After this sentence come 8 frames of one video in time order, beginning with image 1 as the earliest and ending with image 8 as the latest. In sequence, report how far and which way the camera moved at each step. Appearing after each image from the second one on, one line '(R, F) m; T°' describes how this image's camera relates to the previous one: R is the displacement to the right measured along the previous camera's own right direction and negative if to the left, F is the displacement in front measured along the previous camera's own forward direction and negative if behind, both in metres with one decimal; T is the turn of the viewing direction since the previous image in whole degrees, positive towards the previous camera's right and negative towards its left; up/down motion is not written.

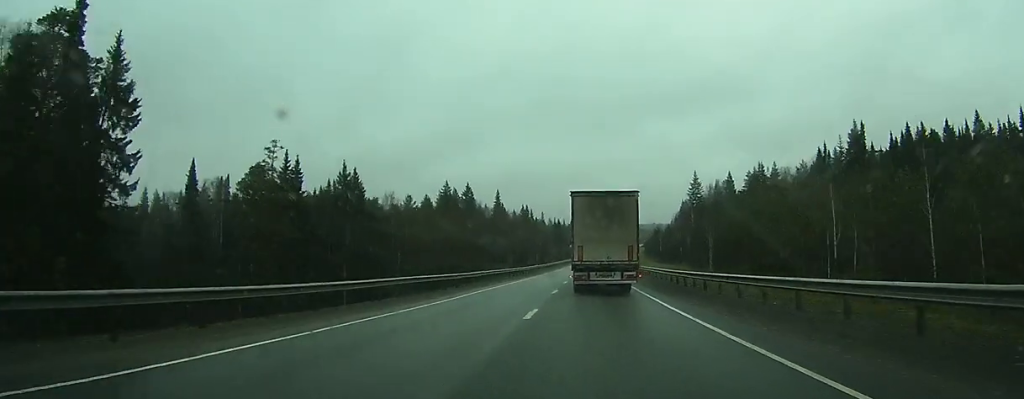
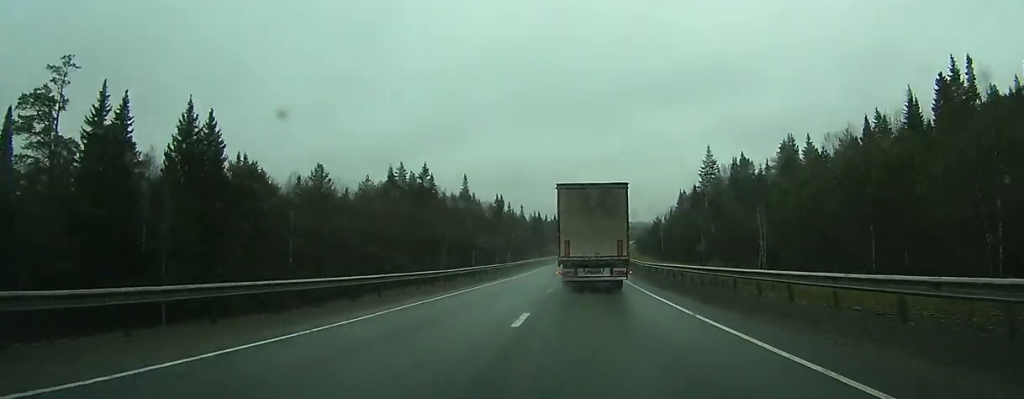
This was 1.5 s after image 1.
(+0.4, +37.6) m; +1°
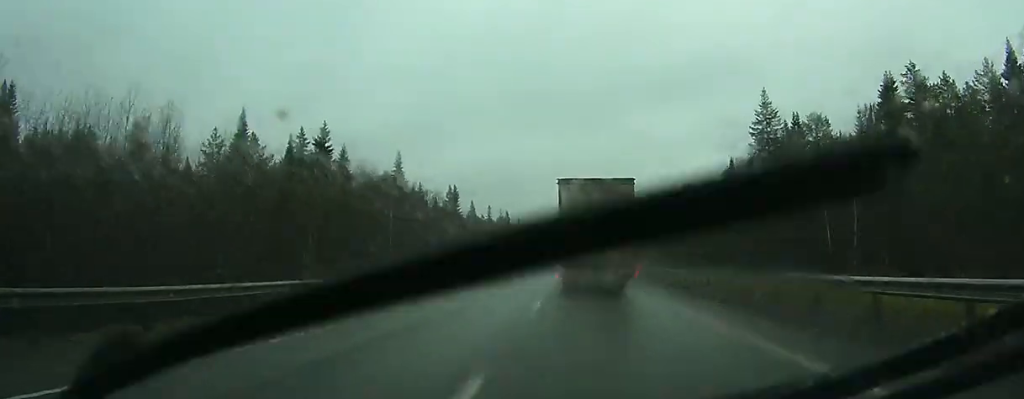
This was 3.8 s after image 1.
(+0.4, +55.8) m; +1°
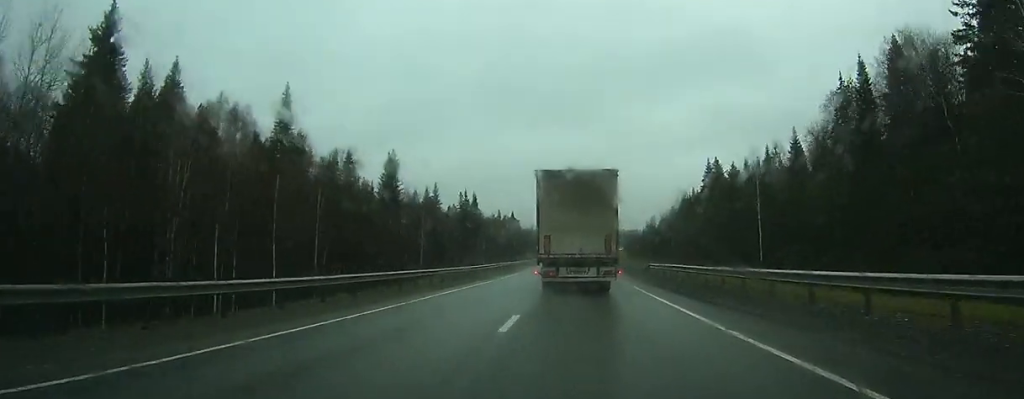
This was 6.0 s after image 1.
(+0.7, +53.8) m; +2°
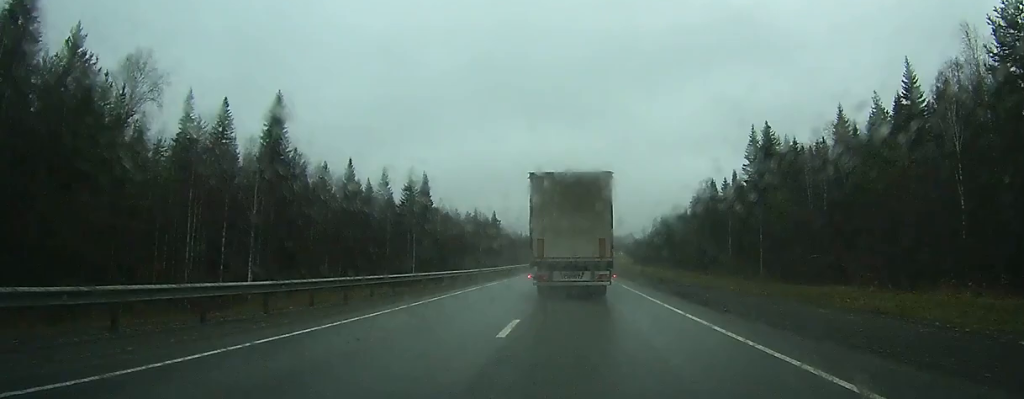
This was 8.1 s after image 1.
(+0.4, +49.5) m; 0°
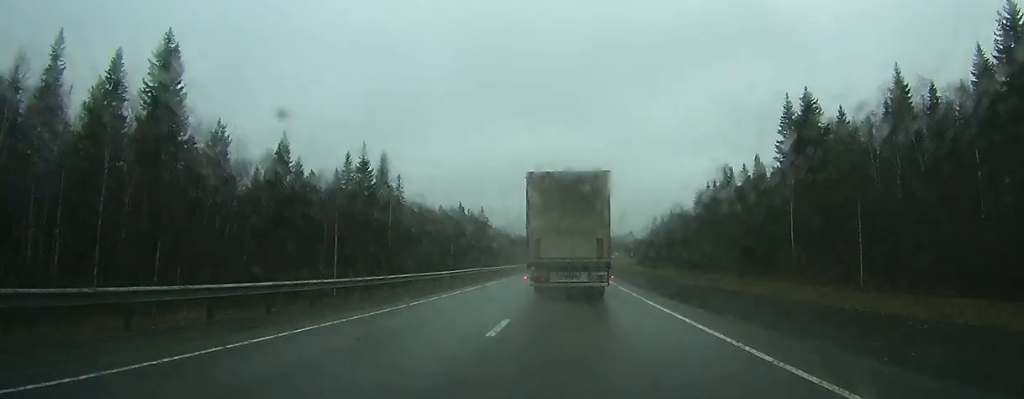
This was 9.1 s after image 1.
(0.0, +23.4) m; 0°
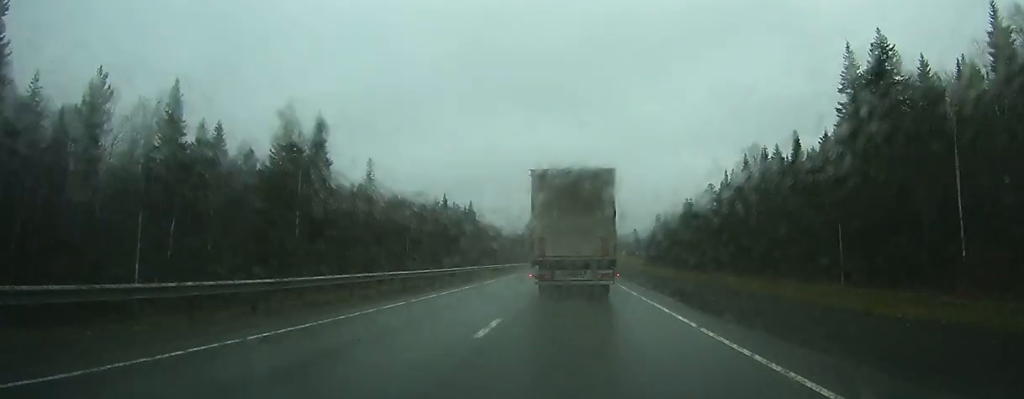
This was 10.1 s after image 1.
(0.0, +24.8) m; 0°
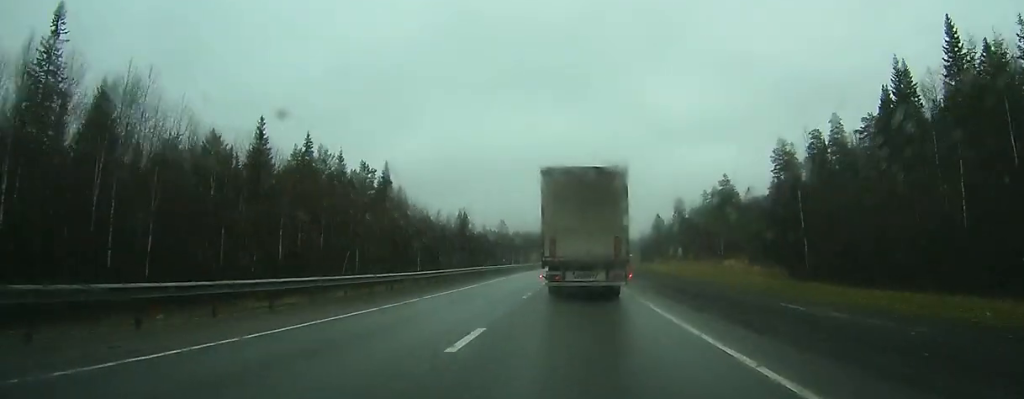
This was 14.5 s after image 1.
(+1.3, +97.5) m; +2°
